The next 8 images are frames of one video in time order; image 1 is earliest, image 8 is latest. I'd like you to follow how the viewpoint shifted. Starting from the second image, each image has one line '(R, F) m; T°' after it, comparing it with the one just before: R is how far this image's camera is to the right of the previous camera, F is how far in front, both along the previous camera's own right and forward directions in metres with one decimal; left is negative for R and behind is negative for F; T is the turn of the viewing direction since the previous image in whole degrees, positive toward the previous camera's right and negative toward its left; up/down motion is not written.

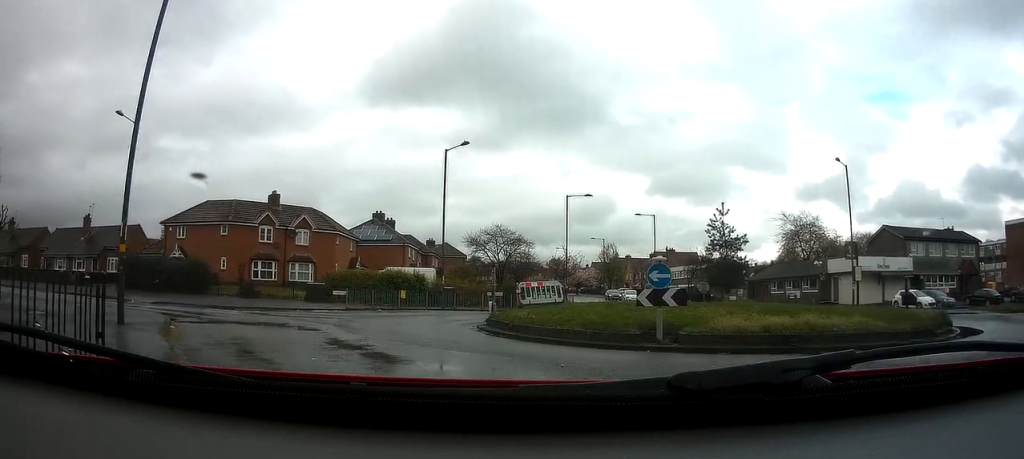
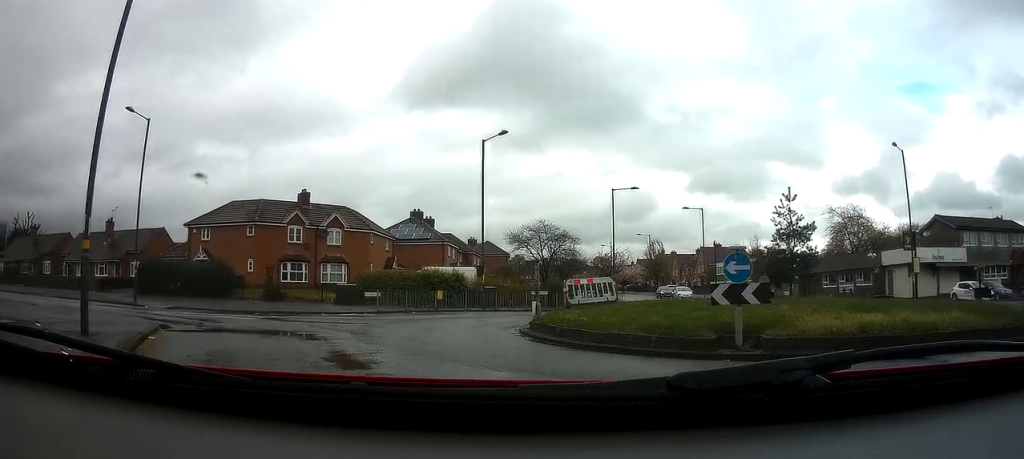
(-0.2, +2.4) m; -5°
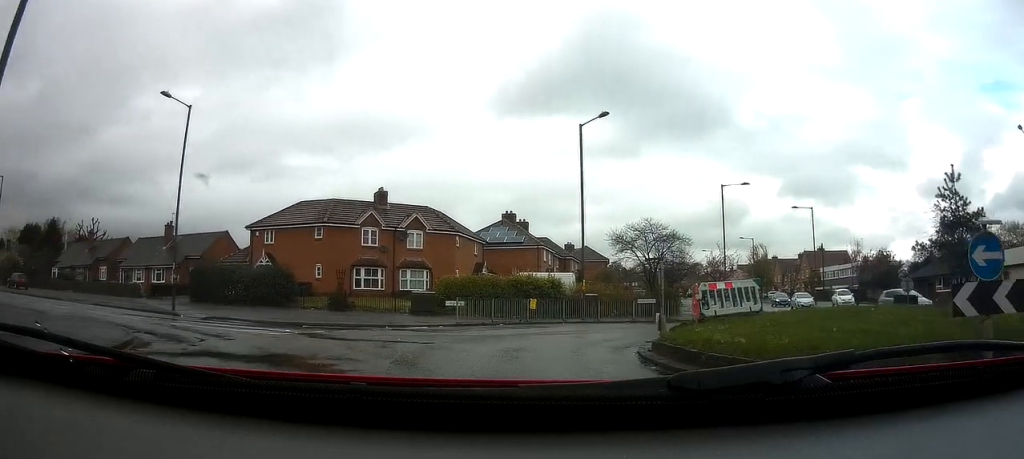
(-0.3, +4.6) m; -6°
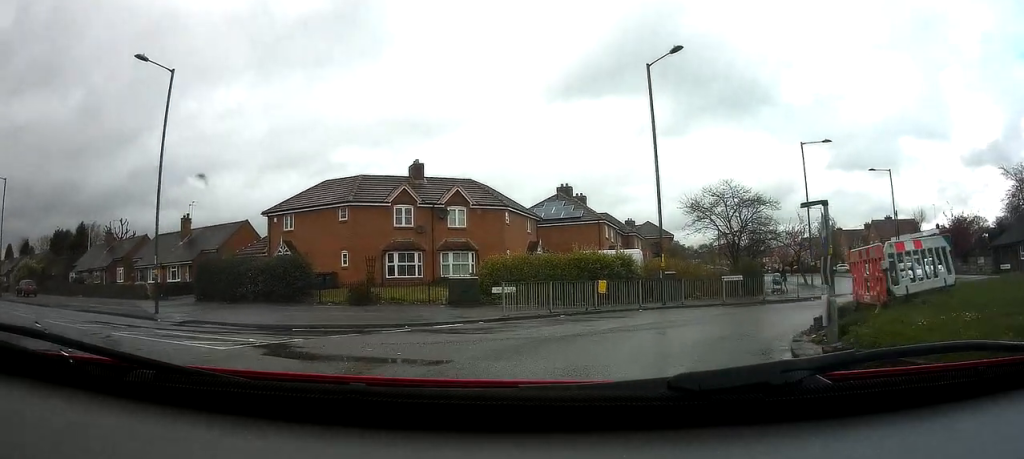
(-0.3, +5.8) m; 0°
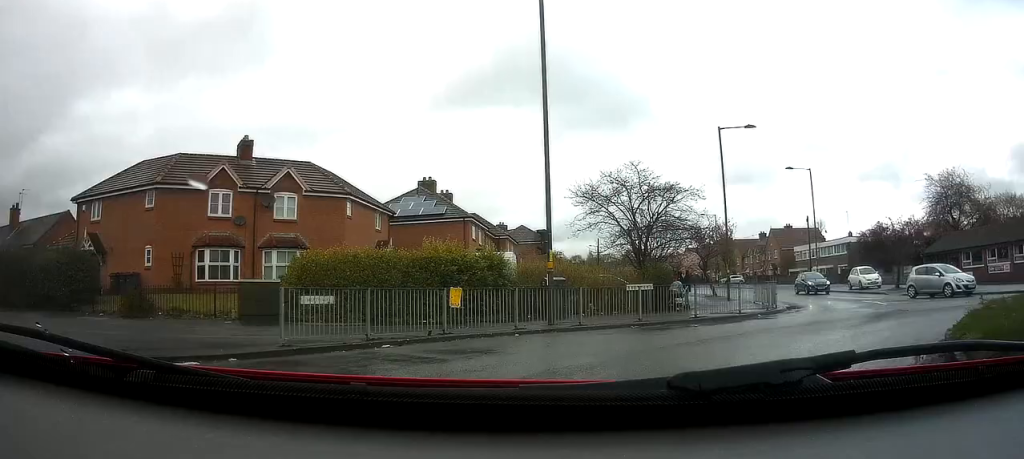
(+0.8, +7.8) m; +16°
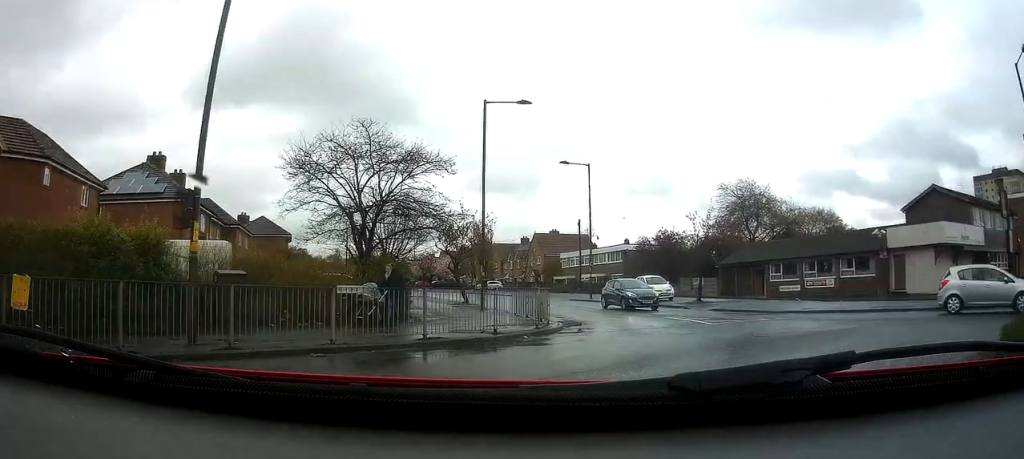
(+1.1, +6.6) m; +17°
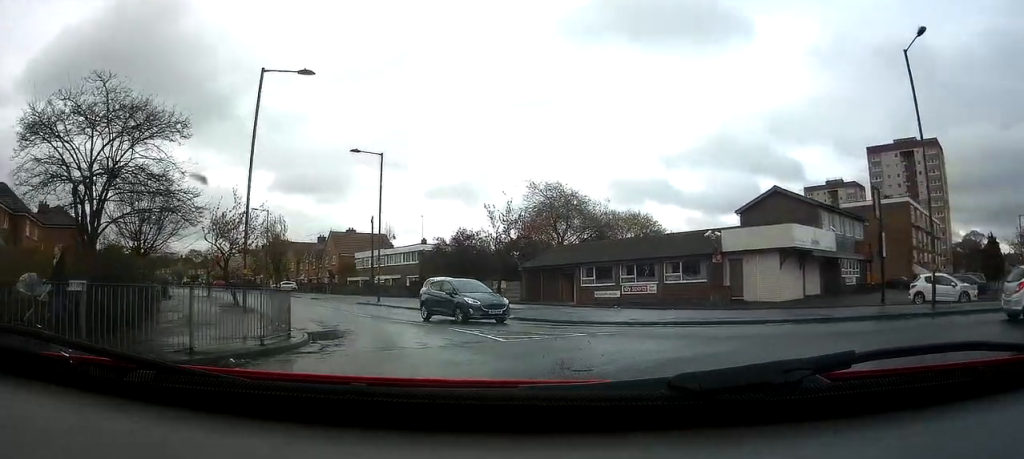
(+0.4, +4.8) m; +10°
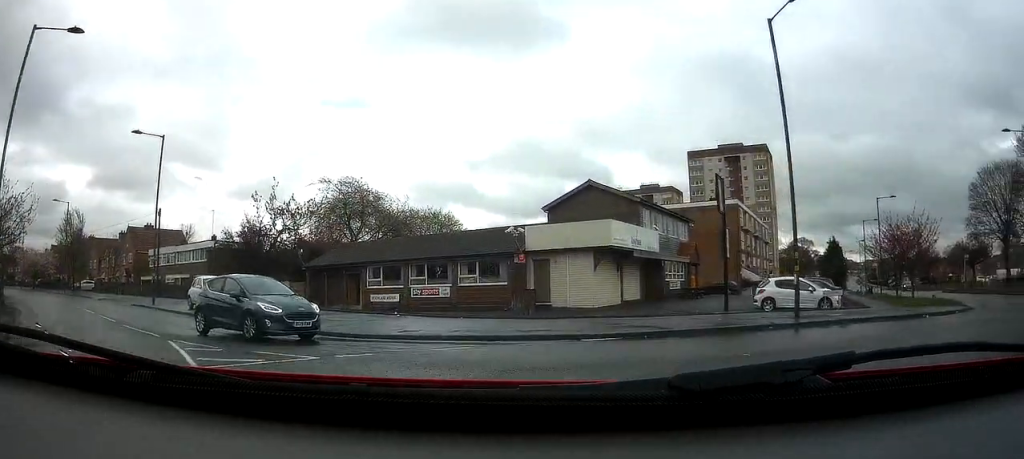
(+0.1, +4.9) m; +16°
